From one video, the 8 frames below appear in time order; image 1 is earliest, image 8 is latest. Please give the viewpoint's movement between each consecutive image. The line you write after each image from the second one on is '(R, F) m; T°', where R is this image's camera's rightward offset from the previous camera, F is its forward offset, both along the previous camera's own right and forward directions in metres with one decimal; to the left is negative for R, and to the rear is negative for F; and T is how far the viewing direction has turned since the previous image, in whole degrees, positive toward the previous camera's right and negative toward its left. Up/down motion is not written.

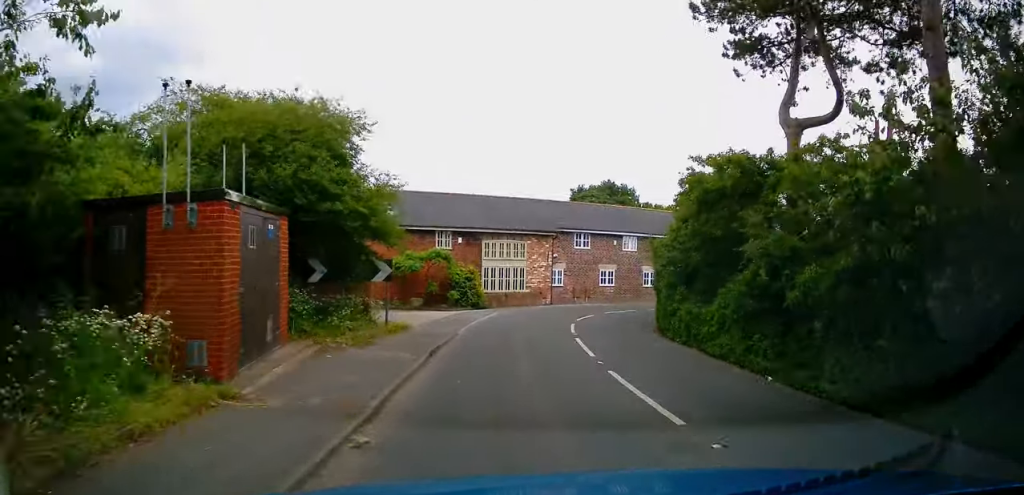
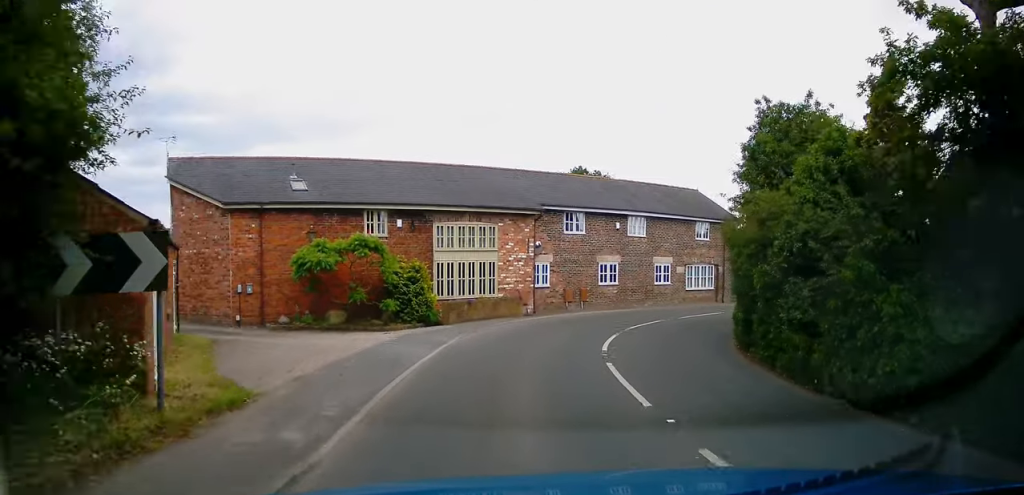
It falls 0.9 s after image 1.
(+0.1, +10.5) m; +4°
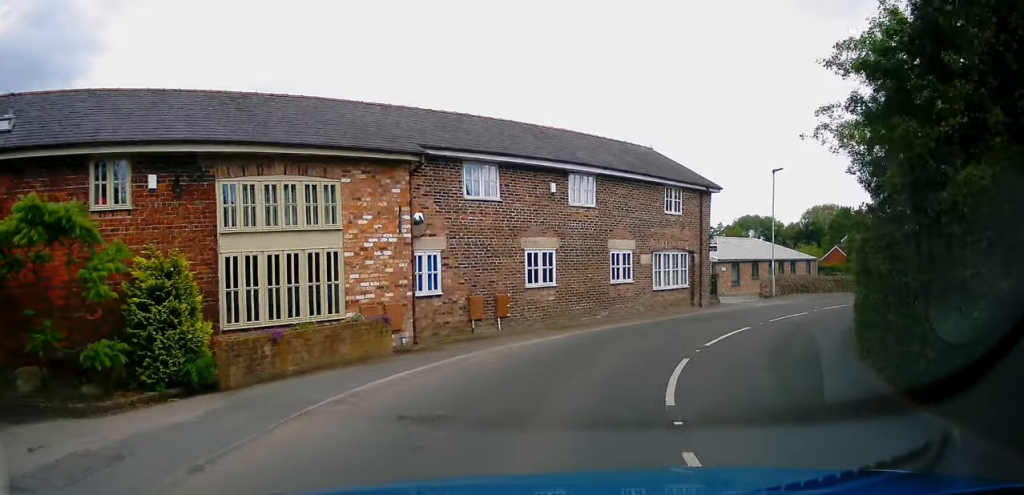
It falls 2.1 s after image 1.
(+0.9, +11.7) m; +13°
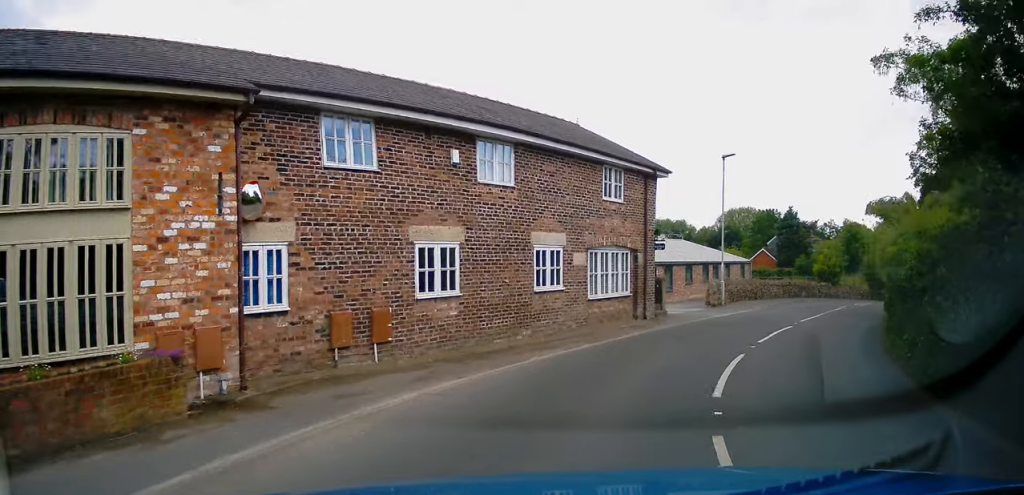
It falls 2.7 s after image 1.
(+0.4, +5.4) m; +9°
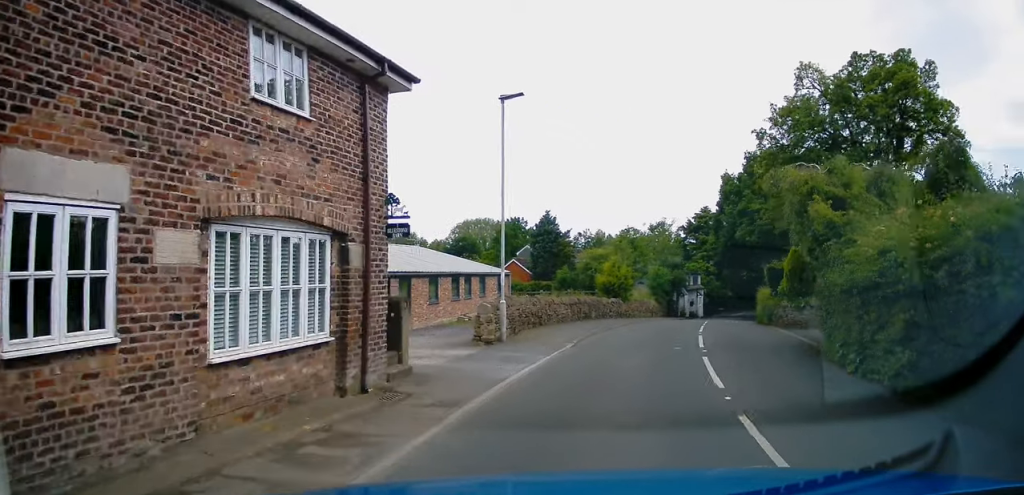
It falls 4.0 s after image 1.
(+1.6, +10.4) m; +19°
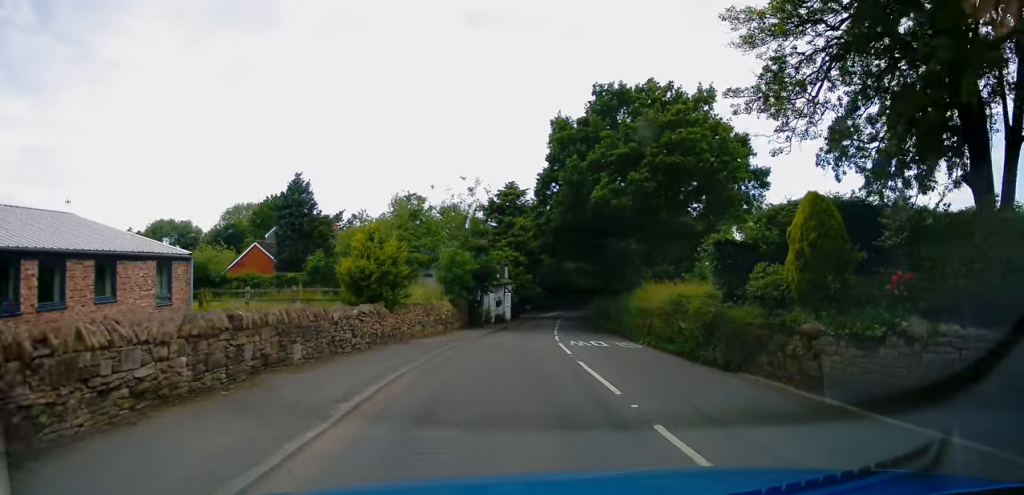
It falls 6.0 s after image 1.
(+4.8, +16.9) m; +24°
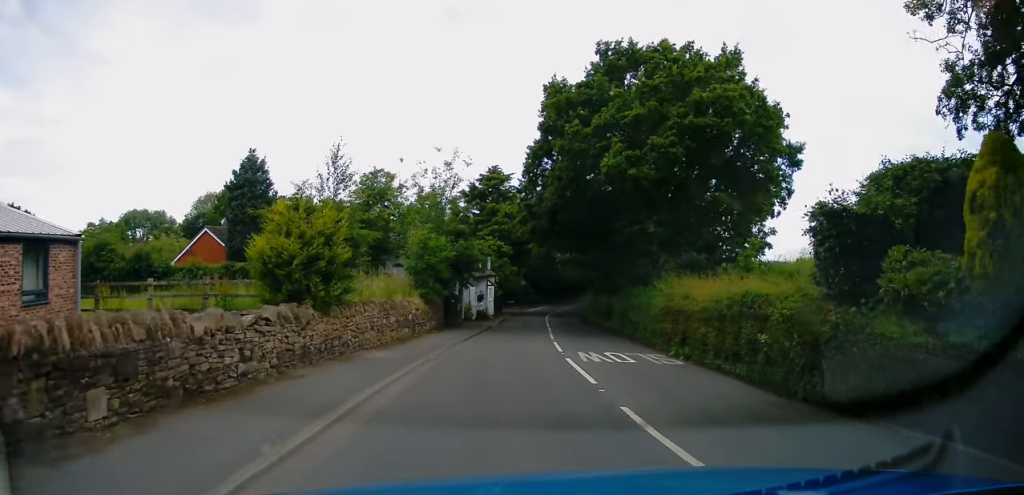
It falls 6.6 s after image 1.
(+0.2, +5.4) m; +2°
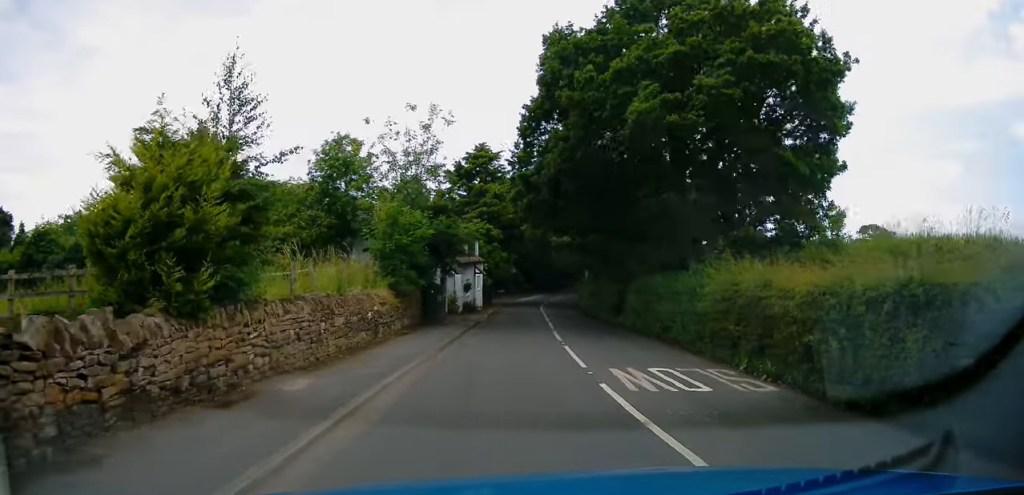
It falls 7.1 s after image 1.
(0.0, +5.3) m; +1°
